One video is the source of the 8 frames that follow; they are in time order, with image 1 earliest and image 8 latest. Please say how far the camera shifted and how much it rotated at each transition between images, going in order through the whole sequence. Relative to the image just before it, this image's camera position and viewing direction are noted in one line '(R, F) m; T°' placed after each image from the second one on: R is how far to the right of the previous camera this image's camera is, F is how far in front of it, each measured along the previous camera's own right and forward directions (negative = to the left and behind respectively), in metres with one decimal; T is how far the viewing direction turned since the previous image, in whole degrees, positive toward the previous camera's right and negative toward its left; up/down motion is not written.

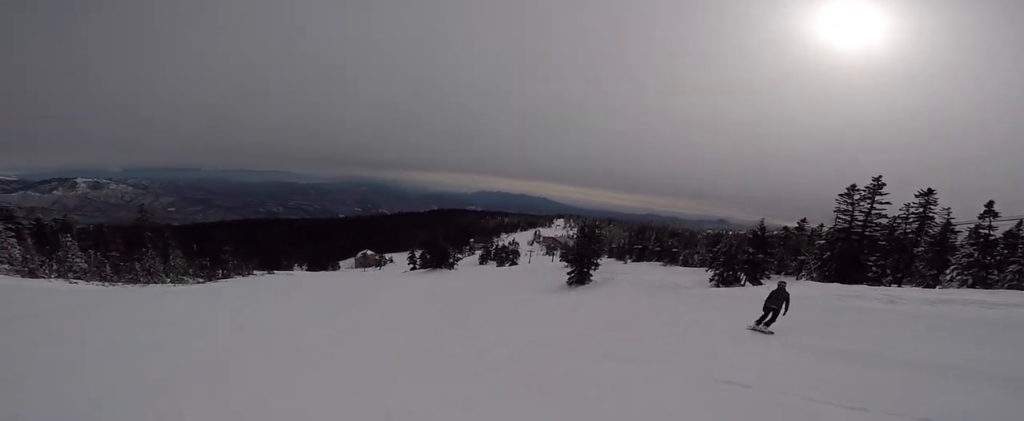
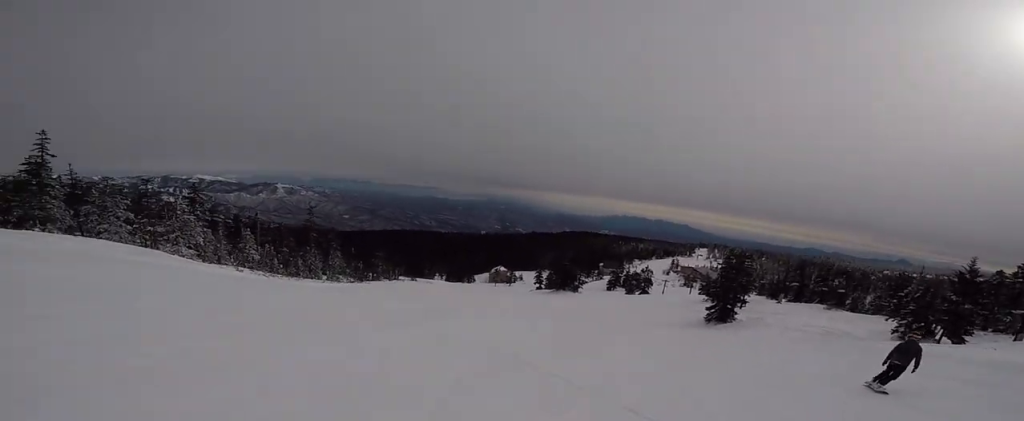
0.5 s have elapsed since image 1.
(-0.5, +2.9) m; -15°
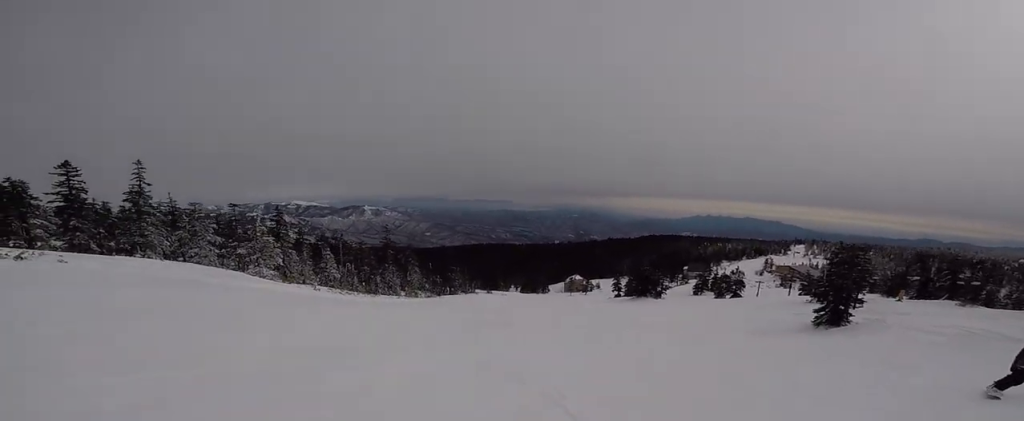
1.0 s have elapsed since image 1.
(-0.3, +2.8) m; -13°
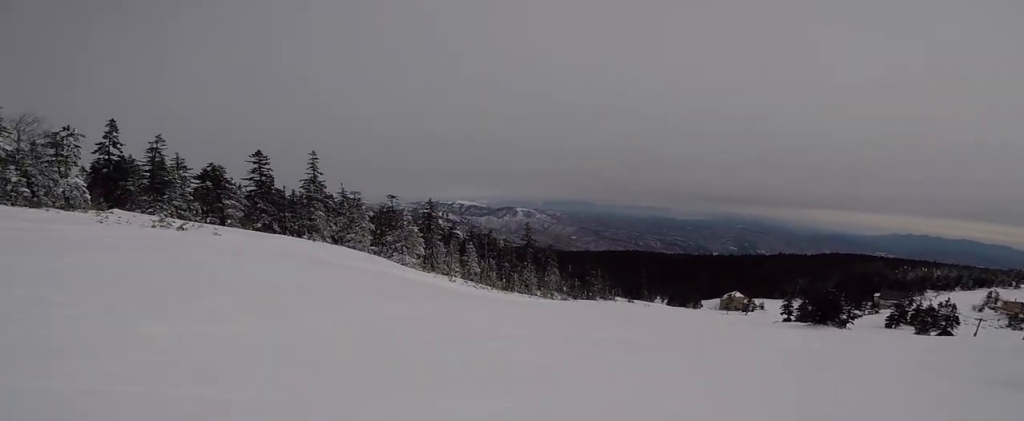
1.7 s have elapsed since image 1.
(-0.8, +4.0) m; -14°
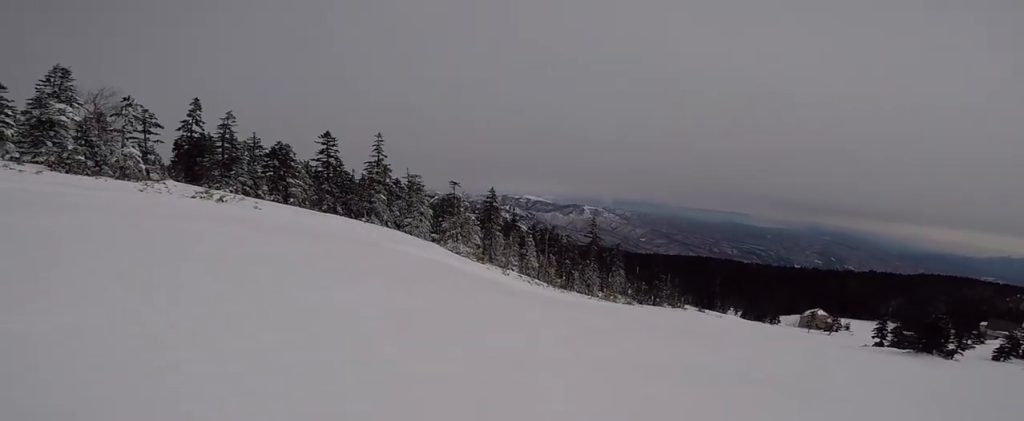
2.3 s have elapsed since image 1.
(-0.4, +3.5) m; -8°
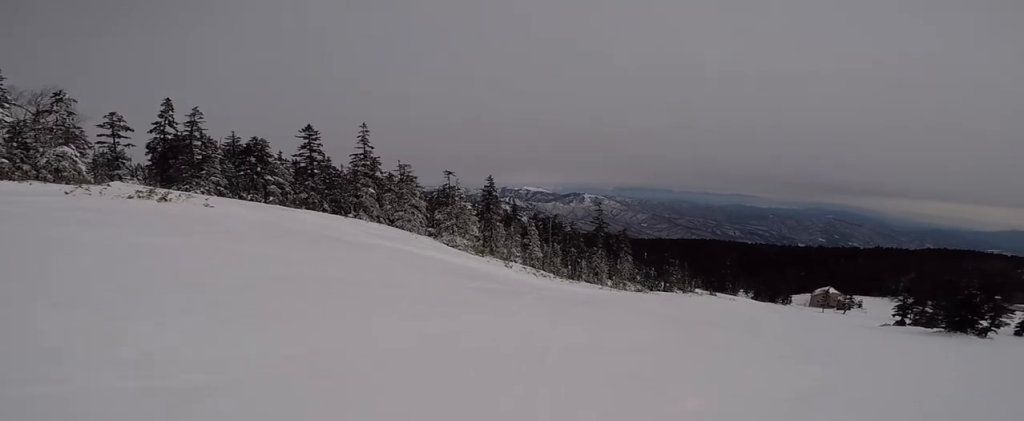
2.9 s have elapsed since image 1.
(-0.2, +4.0) m; +8°
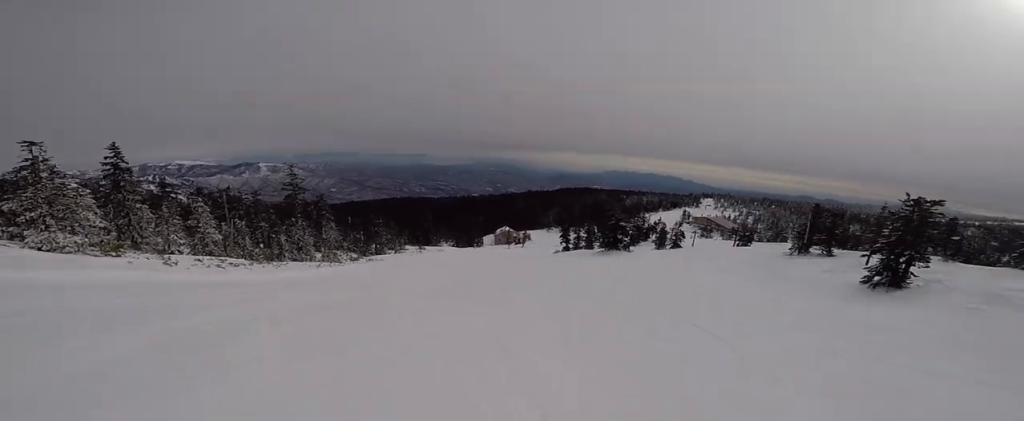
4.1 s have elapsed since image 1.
(+1.4, +6.6) m; +34°
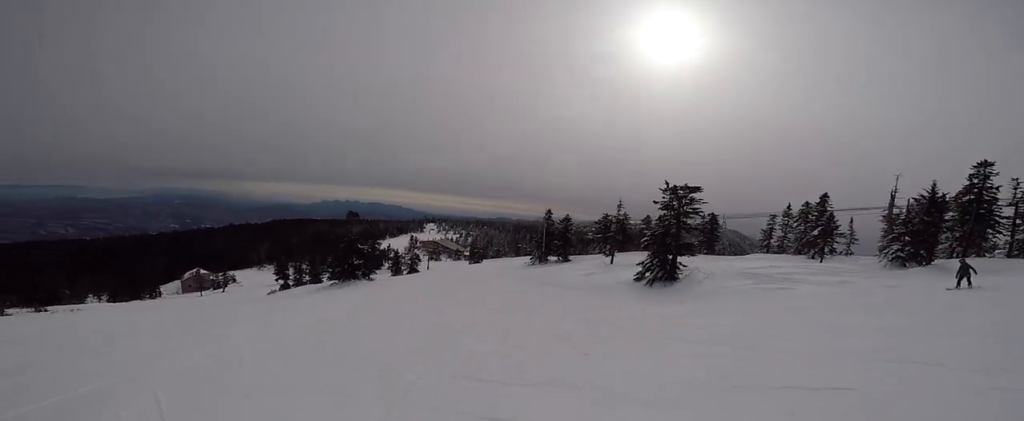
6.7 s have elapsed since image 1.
(+9.0, +14.1) m; +38°
